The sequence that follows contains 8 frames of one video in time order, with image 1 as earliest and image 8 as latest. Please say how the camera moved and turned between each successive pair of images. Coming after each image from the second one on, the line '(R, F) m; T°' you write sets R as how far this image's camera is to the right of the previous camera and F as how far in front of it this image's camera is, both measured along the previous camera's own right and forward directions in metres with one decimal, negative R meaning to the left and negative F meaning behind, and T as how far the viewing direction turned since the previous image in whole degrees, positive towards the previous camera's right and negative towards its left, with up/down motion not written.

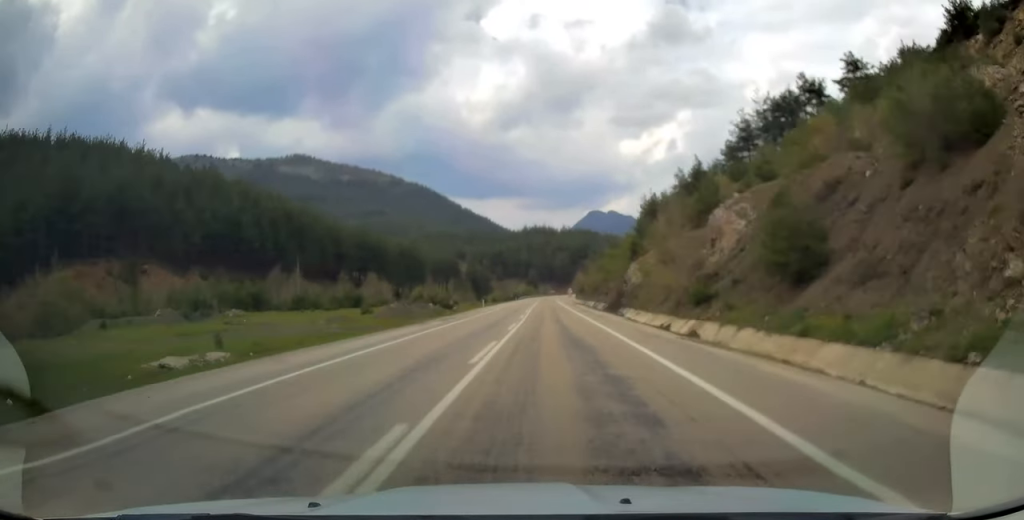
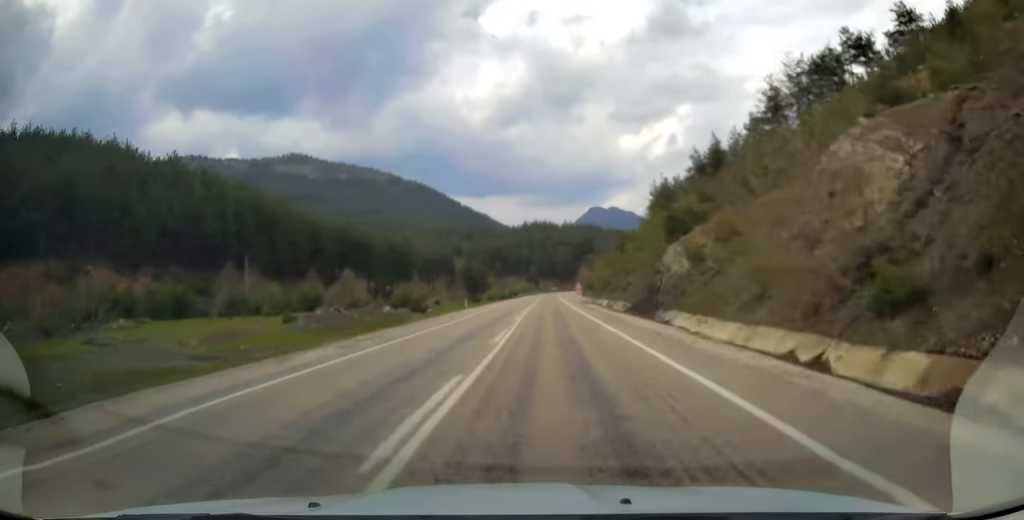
(0.0, +18.5) m; 0°
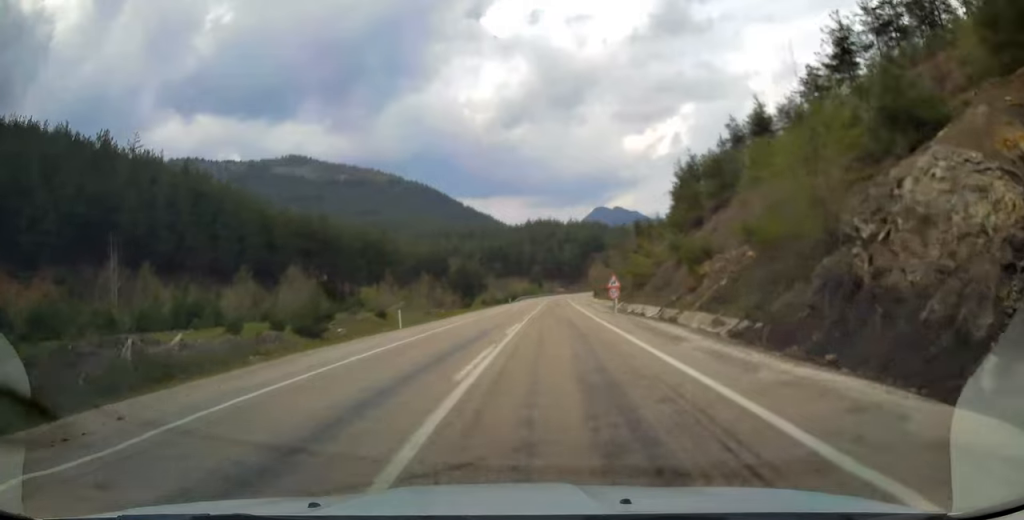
(-0.1, +29.2) m; 0°
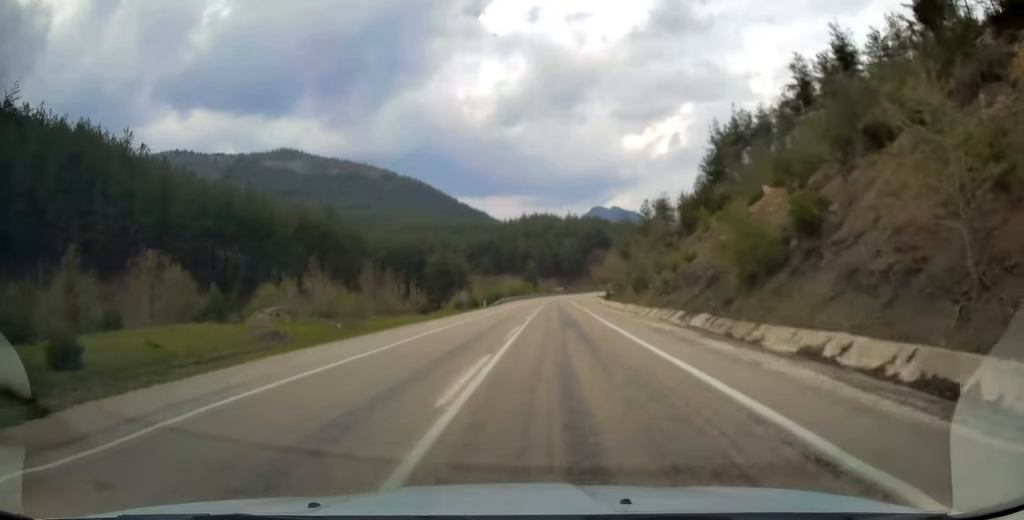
(0.0, +36.6) m; 0°
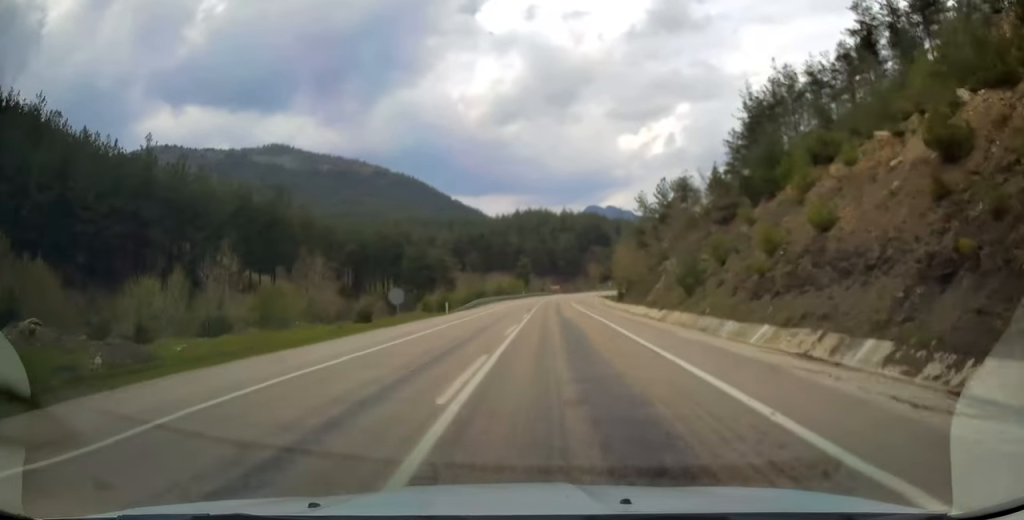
(0.0, +22.4) m; 0°
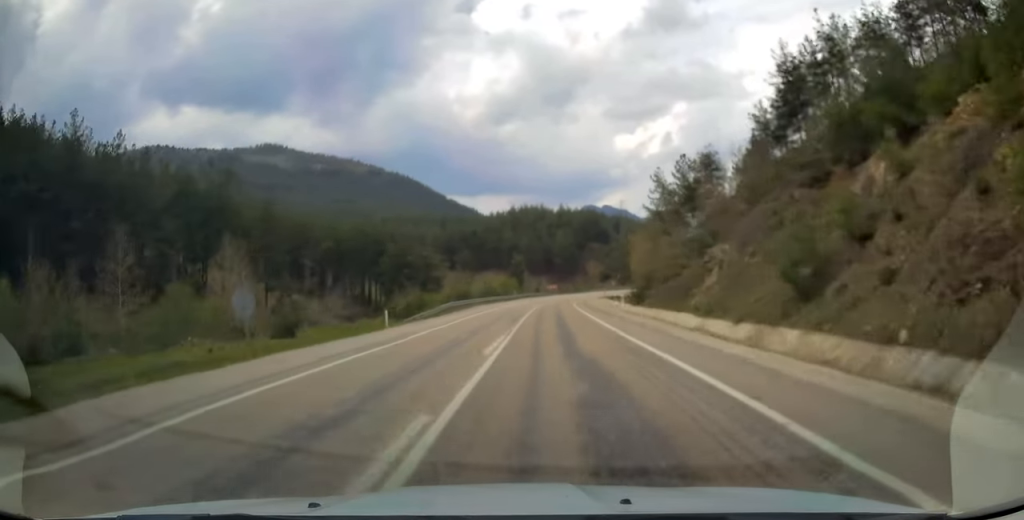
(0.0, +16.8) m; 0°
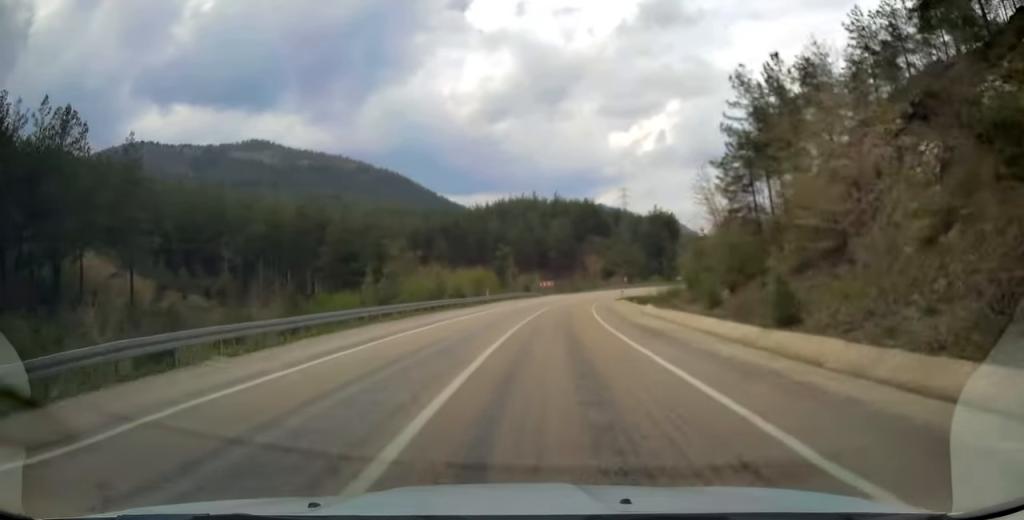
(+0.2, +35.3) m; +1°
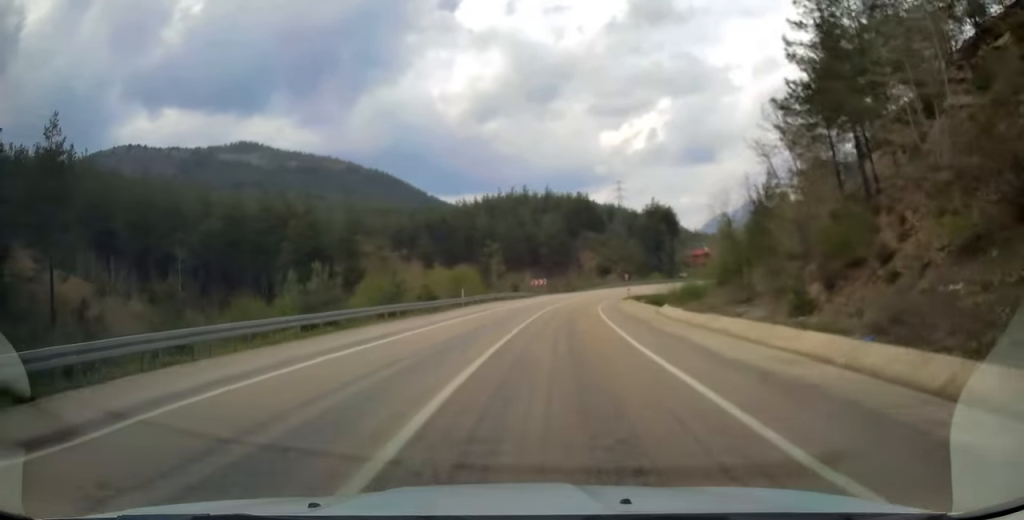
(+0.1, +12.8) m; +1°
